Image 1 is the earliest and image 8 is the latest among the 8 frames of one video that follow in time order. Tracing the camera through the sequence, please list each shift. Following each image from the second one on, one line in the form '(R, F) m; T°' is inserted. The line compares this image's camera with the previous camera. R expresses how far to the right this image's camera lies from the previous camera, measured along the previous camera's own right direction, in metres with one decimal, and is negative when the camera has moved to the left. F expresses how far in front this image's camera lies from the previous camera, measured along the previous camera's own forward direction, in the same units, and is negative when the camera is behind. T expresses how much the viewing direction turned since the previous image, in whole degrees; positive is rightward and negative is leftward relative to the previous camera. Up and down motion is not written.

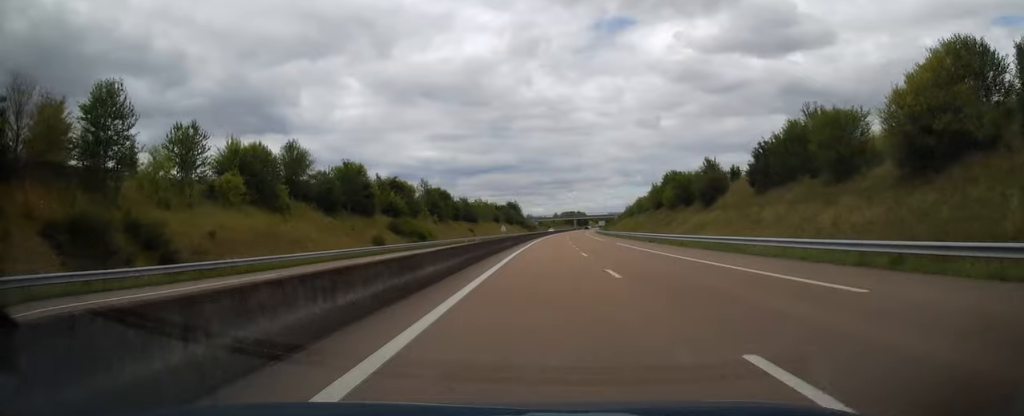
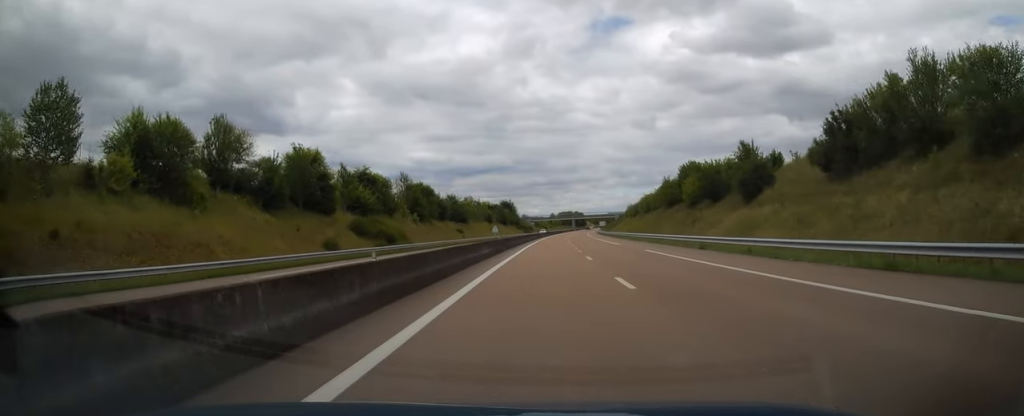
(+0.3, +15.7) m; +1°
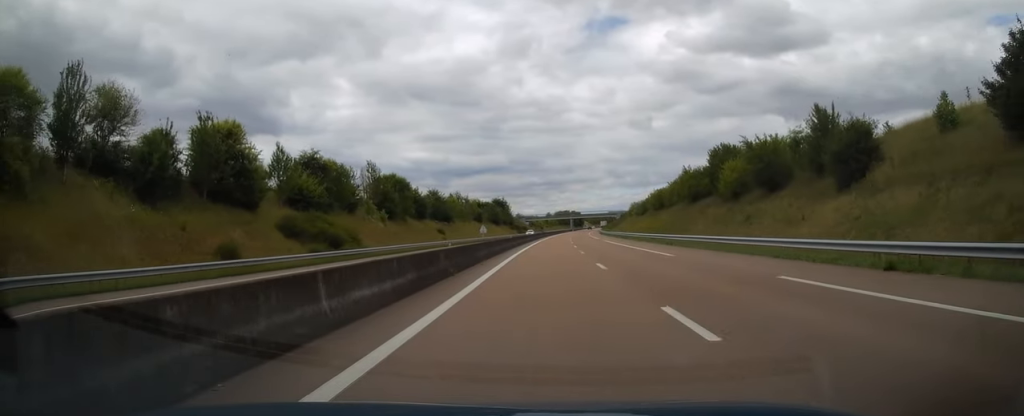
(+0.1, +19.1) m; +1°
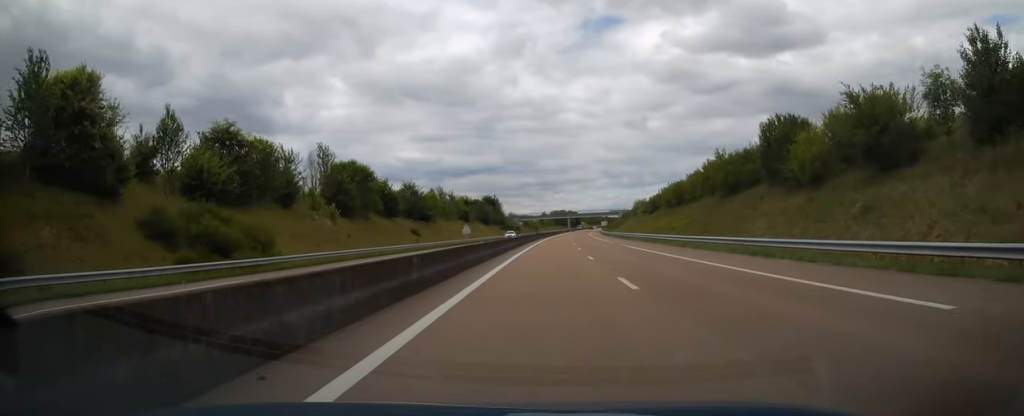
(-0.1, +19.6) m; +1°
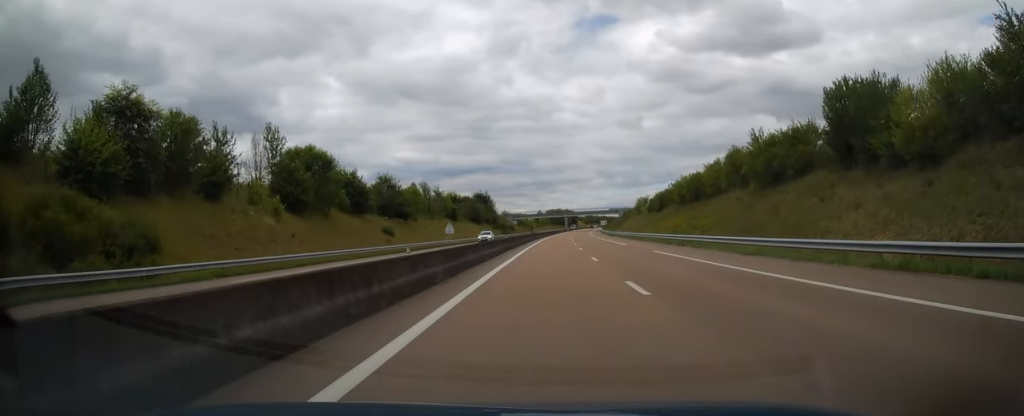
(+0.2, +14.2) m; +1°
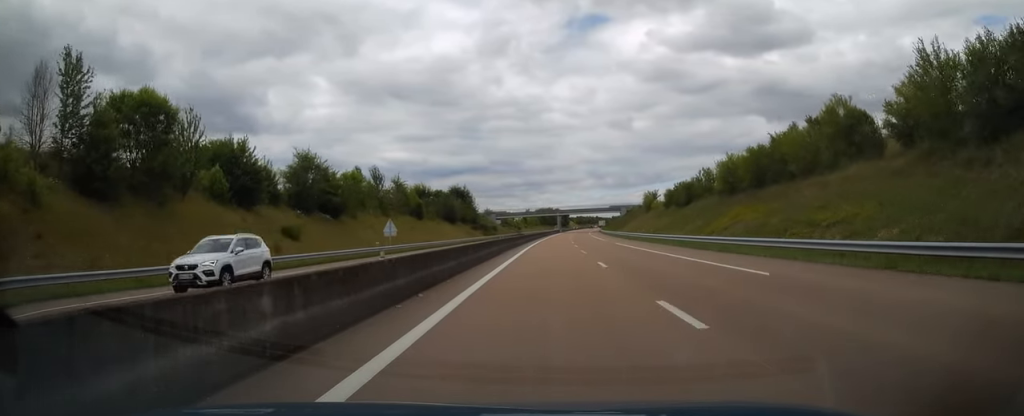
(+0.4, +29.9) m; +1°
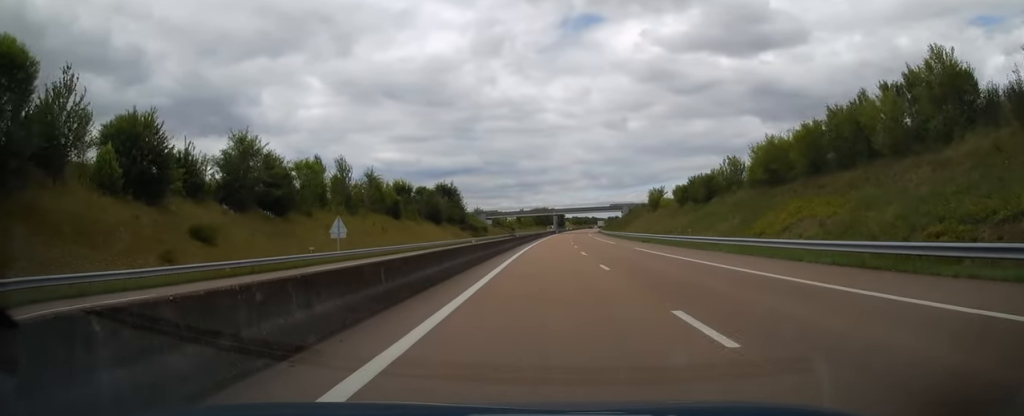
(+0.2, +14.2) m; 0°
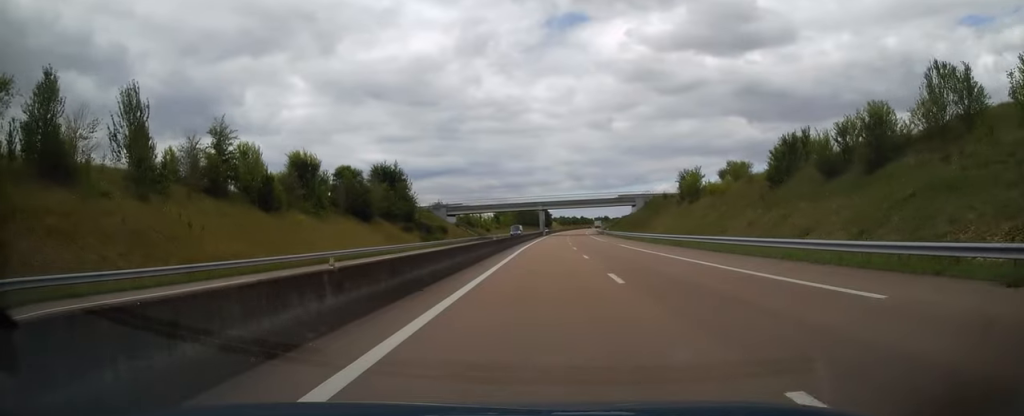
(+0.3, +43.6) m; +1°
